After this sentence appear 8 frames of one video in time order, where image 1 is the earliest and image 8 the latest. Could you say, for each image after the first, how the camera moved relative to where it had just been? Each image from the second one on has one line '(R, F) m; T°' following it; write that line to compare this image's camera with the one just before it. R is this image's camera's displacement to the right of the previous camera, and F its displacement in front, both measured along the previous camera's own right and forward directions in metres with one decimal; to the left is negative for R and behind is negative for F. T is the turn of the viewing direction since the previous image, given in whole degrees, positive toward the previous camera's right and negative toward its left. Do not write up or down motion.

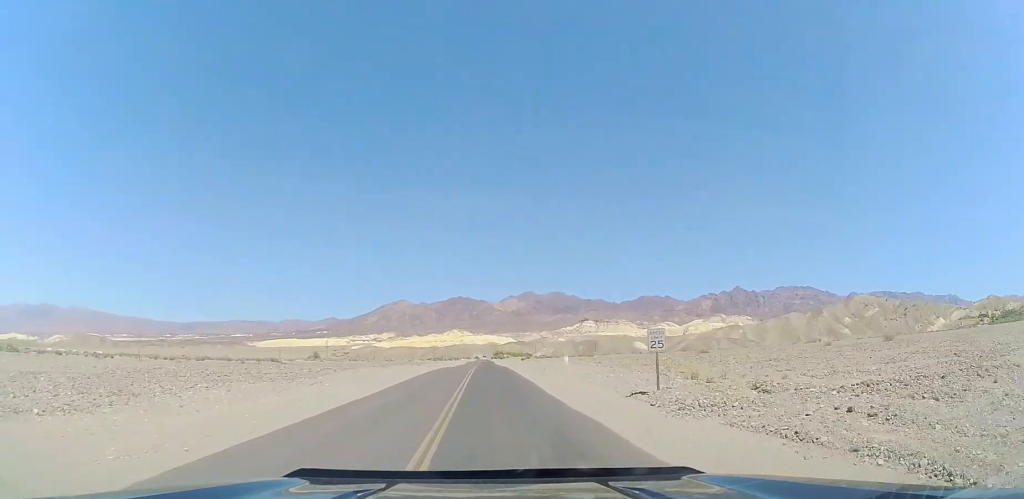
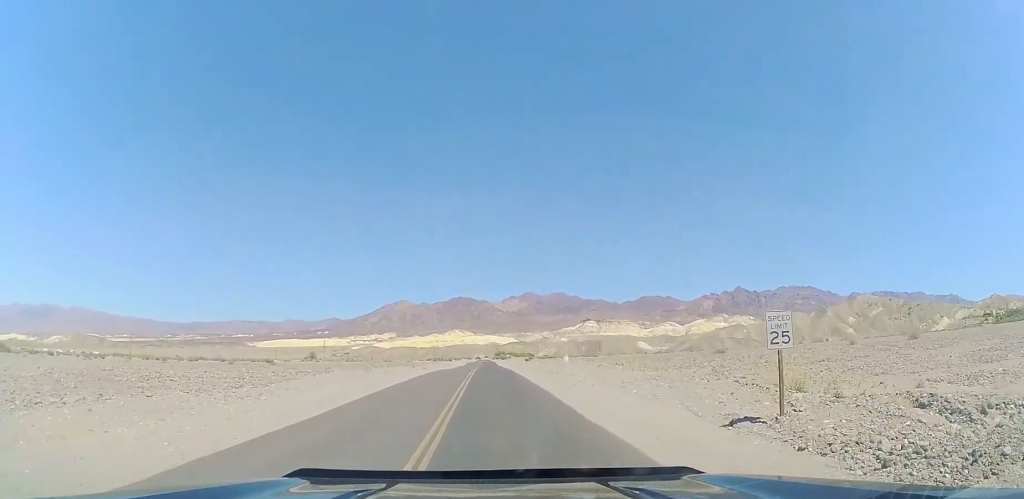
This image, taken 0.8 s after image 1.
(-0.1, +7.9) m; 0°
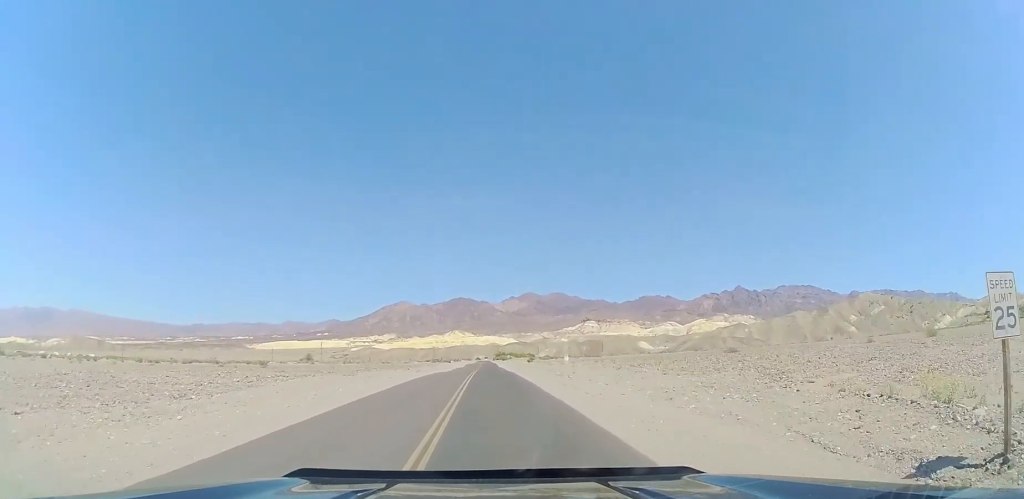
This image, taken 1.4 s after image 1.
(0.0, +5.7) m; 0°
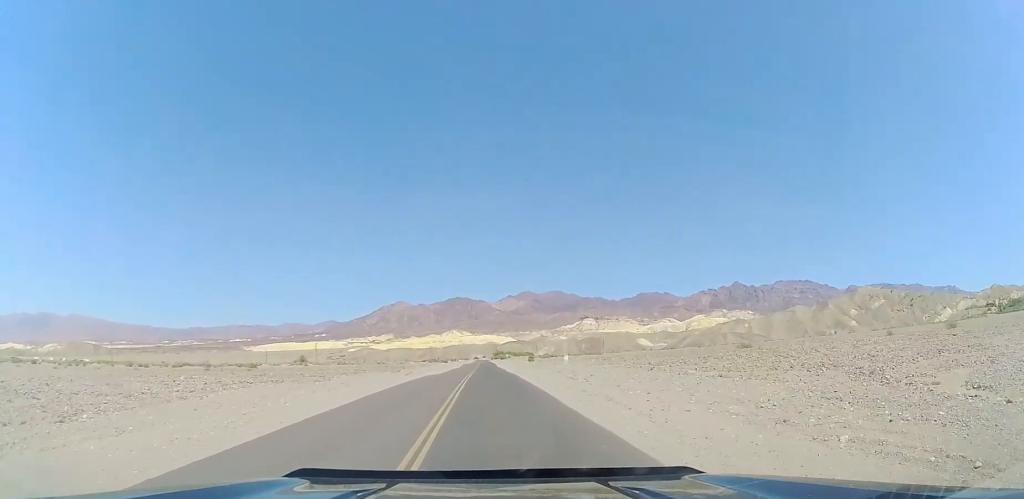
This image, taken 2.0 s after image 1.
(0.0, +6.6) m; +1°
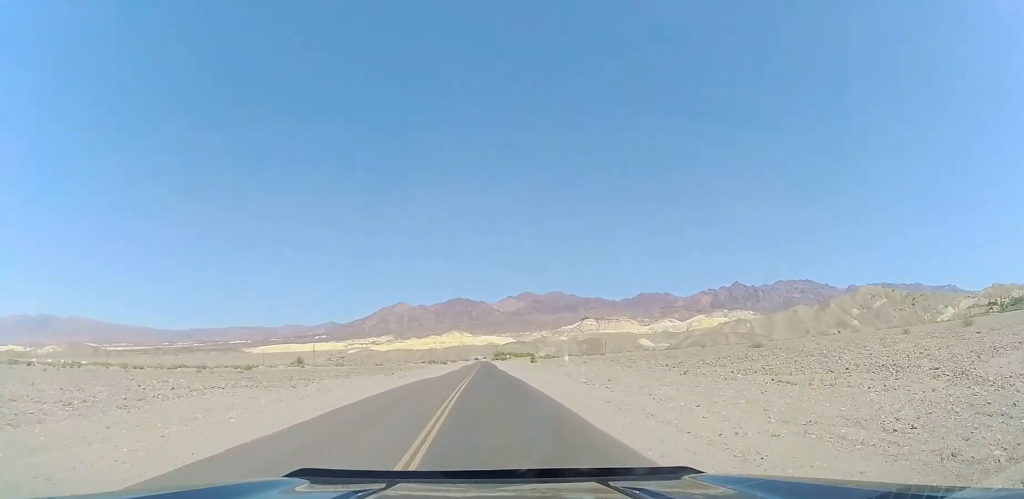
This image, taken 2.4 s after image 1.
(0.0, +4.4) m; 0°
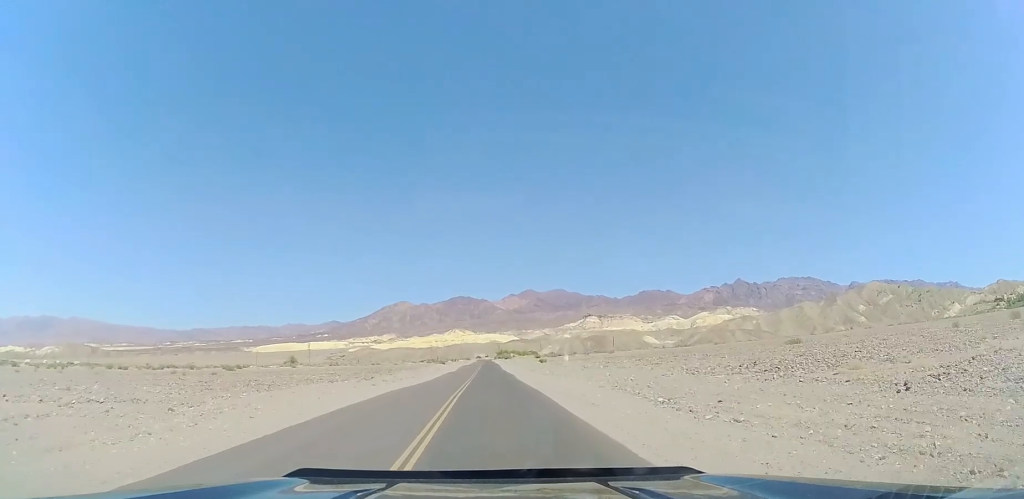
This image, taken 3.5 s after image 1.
(+0.1, +12.3) m; +1°
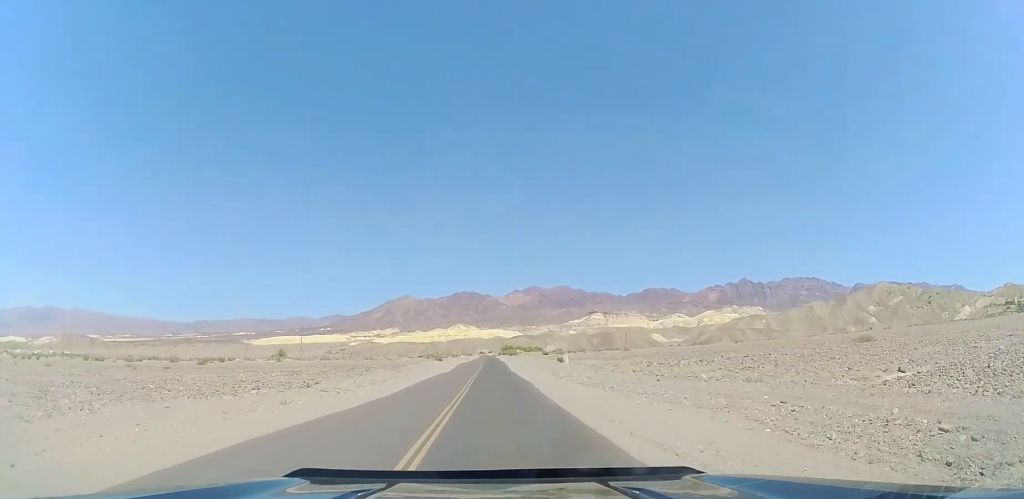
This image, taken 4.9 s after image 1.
(+0.3, +17.7) m; 0°
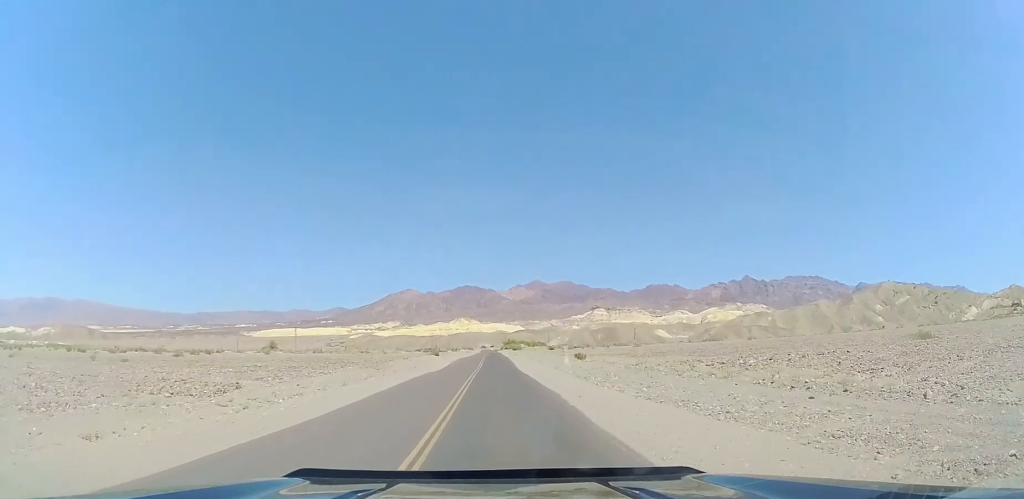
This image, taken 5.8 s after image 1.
(-0.3, +12.0) m; -1°
